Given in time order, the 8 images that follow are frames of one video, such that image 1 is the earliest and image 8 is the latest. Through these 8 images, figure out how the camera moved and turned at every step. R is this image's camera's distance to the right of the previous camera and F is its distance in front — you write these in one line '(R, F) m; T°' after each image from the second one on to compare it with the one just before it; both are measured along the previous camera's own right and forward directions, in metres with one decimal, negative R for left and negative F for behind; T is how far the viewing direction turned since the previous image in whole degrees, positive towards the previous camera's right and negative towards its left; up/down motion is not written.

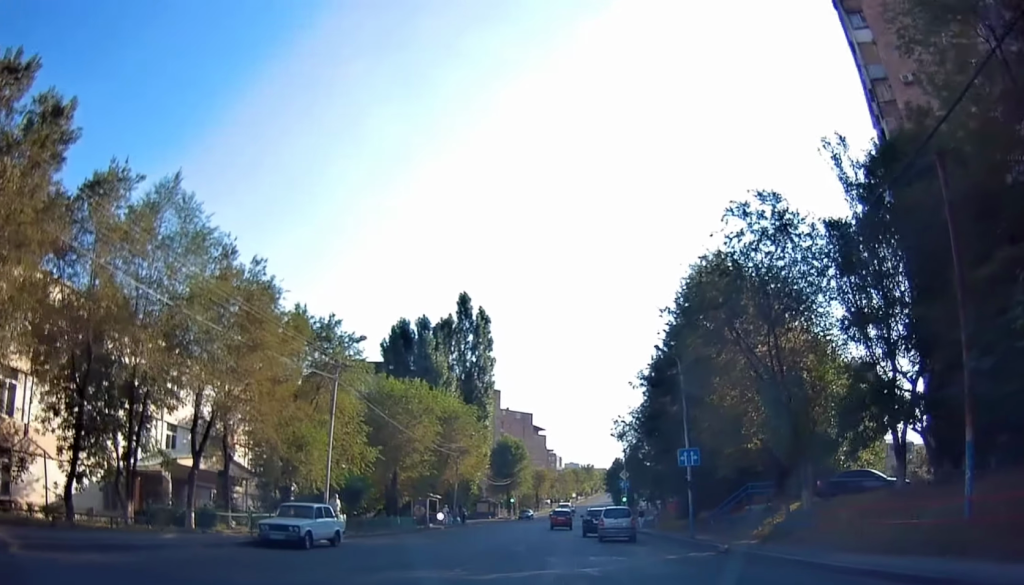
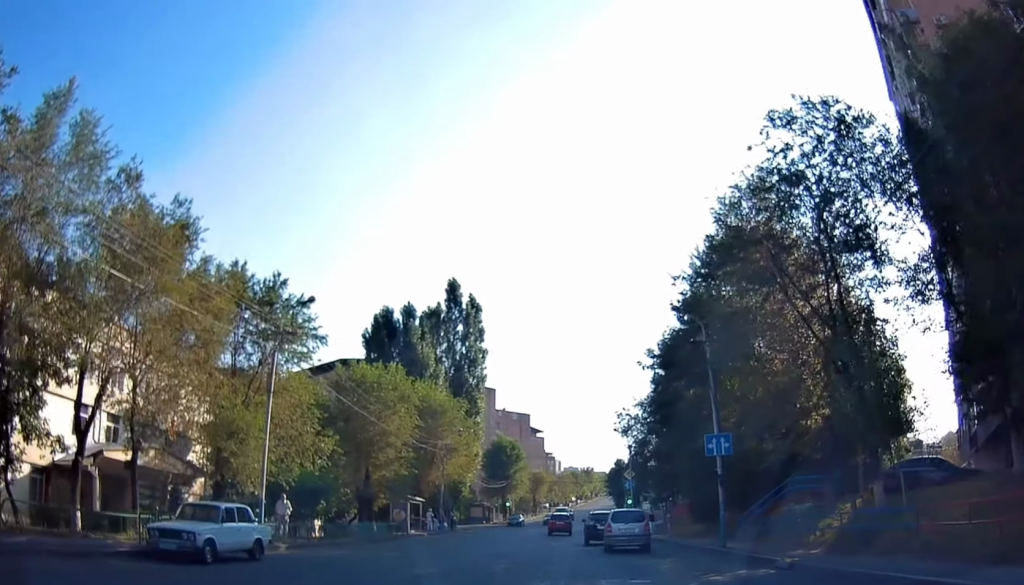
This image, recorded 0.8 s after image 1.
(+0.3, +6.0) m; +2°
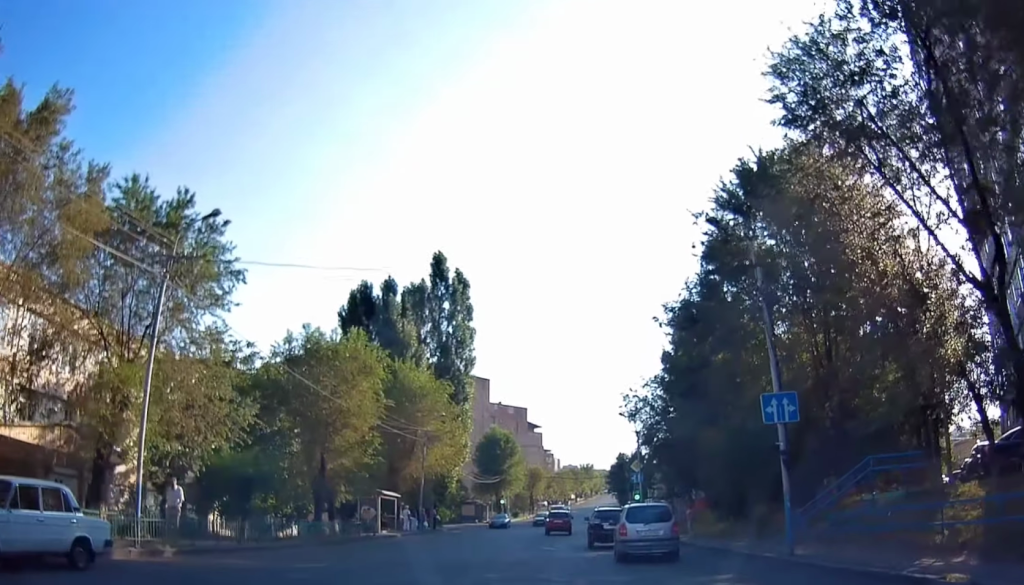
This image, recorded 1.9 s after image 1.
(-0.1, +7.0) m; -5°
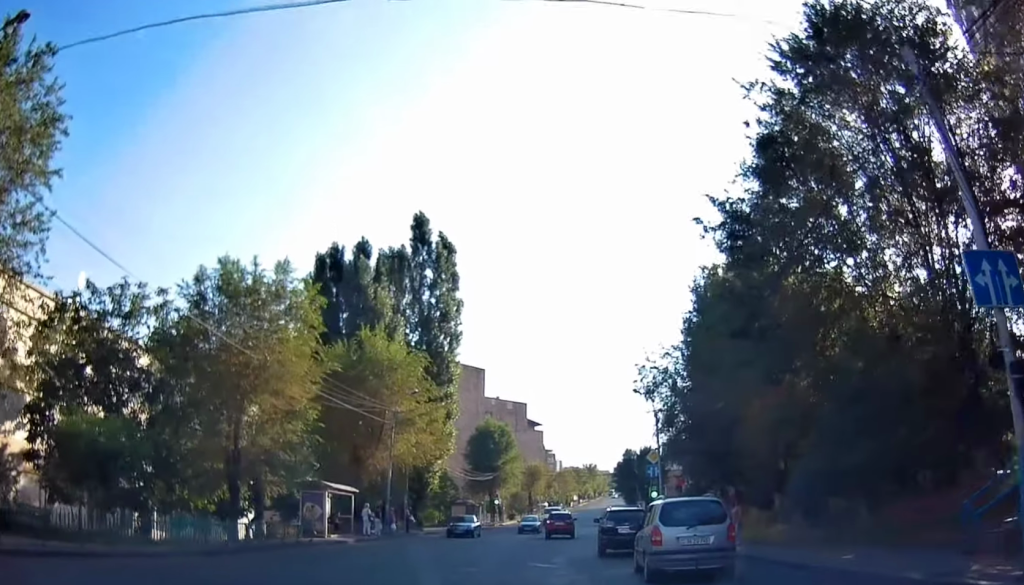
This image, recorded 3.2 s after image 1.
(-0.9, +9.2) m; -6°
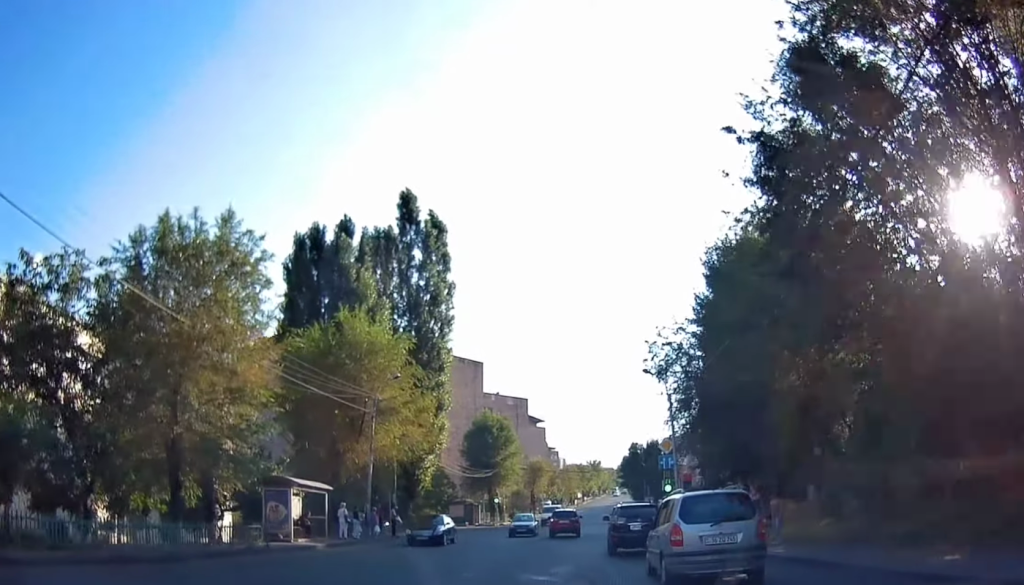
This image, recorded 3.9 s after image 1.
(0.0, +4.4) m; +1°
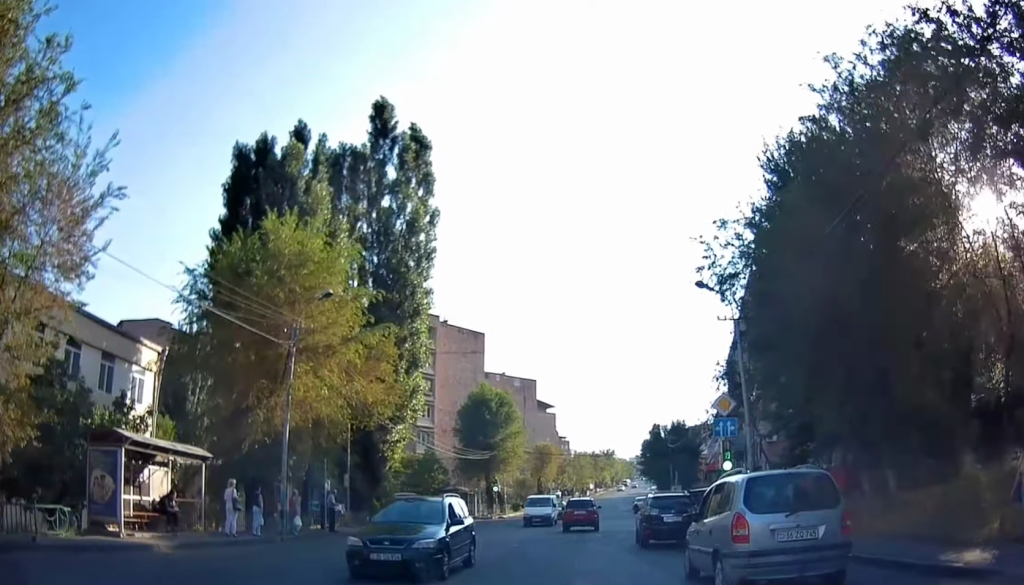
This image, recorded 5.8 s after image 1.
(+0.4, +12.0) m; +3°
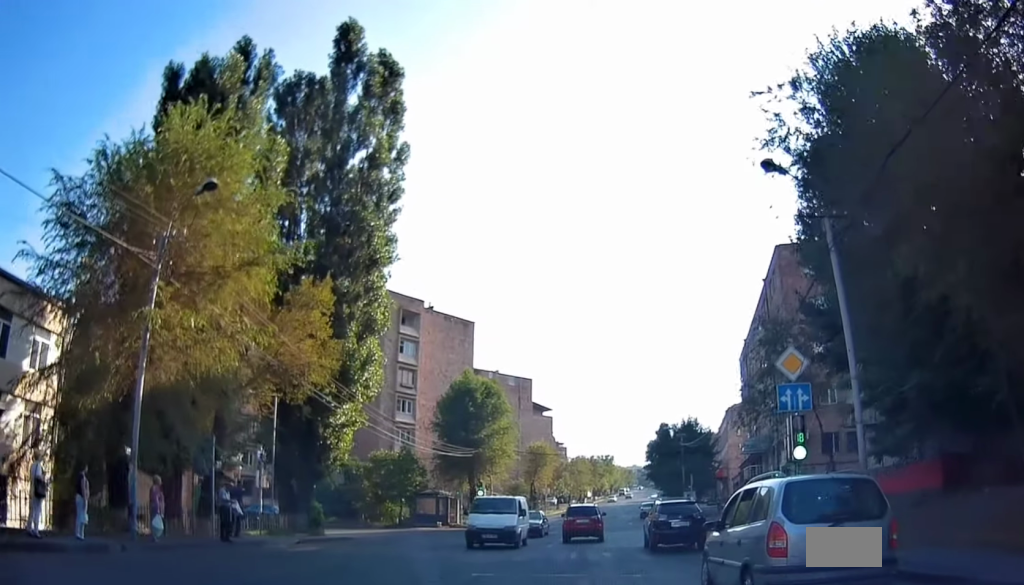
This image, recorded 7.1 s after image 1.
(+0.4, +8.5) m; +3°
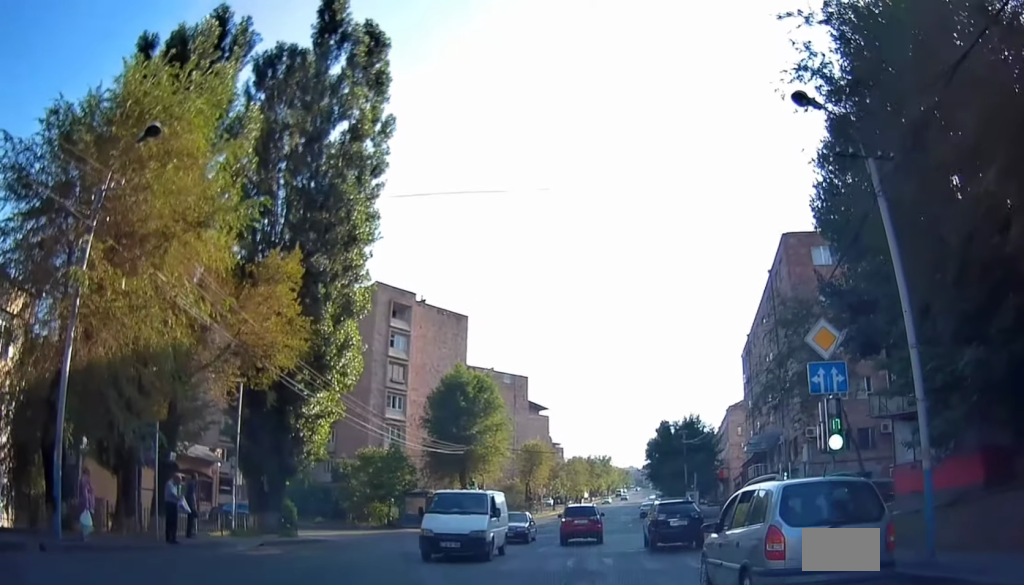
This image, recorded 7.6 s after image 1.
(0.0, +2.7) m; 0°
